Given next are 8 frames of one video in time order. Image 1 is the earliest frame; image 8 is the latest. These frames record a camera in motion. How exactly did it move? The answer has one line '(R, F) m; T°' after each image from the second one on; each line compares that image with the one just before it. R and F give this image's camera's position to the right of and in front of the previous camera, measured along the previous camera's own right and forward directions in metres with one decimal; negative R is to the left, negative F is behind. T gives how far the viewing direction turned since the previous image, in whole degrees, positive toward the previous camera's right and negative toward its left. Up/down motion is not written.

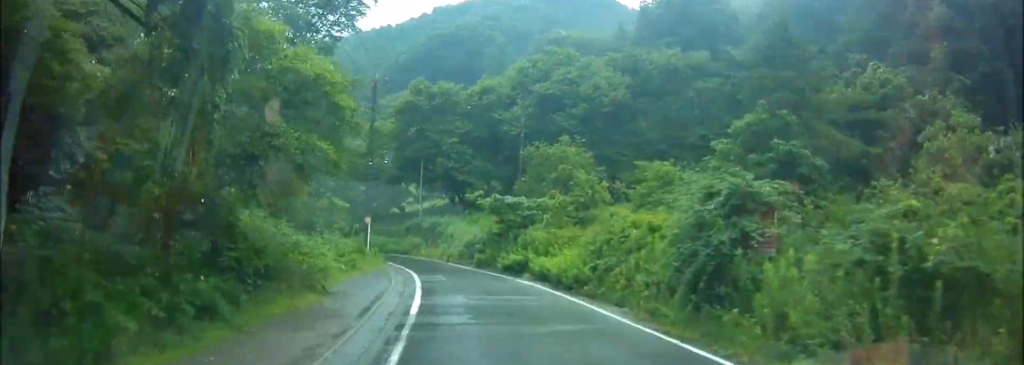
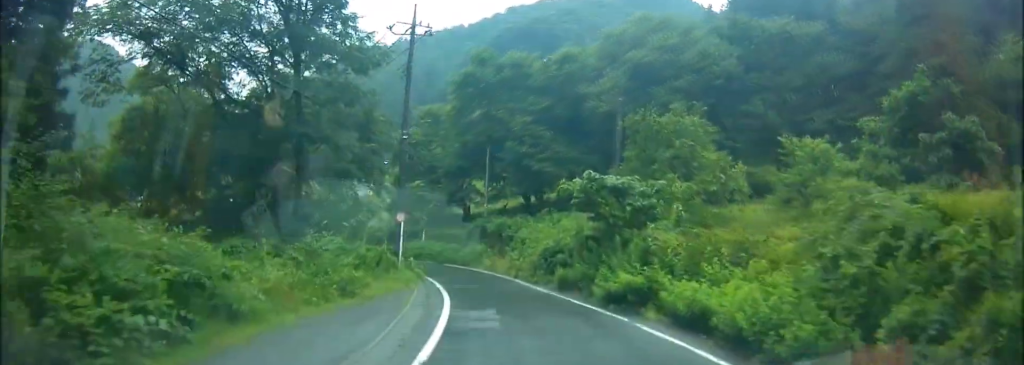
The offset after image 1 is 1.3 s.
(-0.6, +8.4) m; -9°
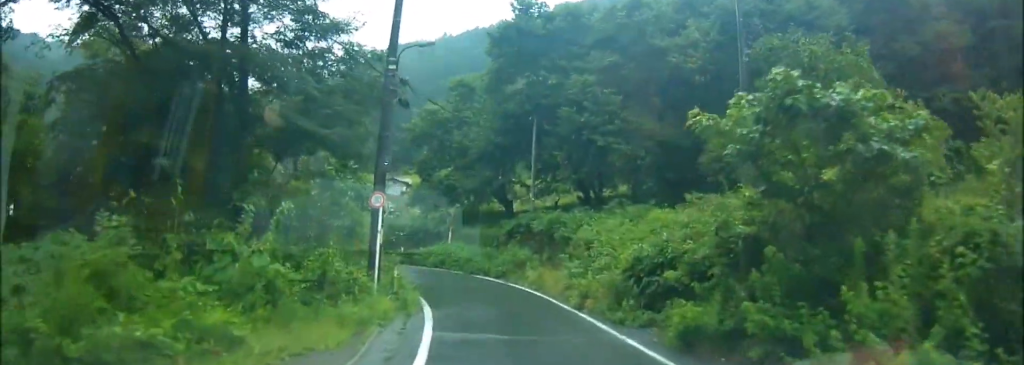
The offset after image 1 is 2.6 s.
(-0.9, +10.7) m; -8°
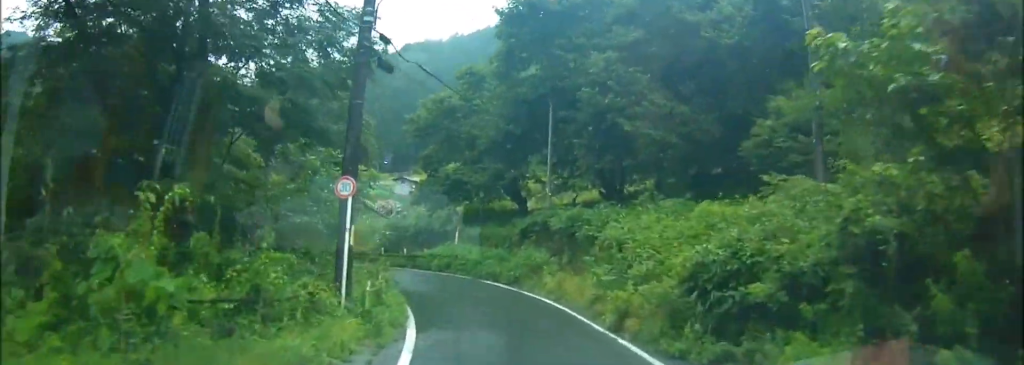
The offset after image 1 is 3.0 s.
(-0.1, +4.2) m; -2°
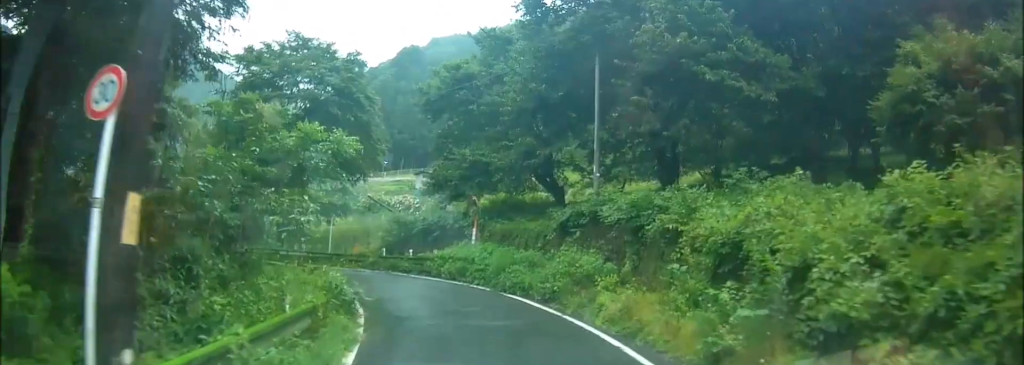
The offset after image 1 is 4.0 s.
(-0.2, +8.4) m; -1°
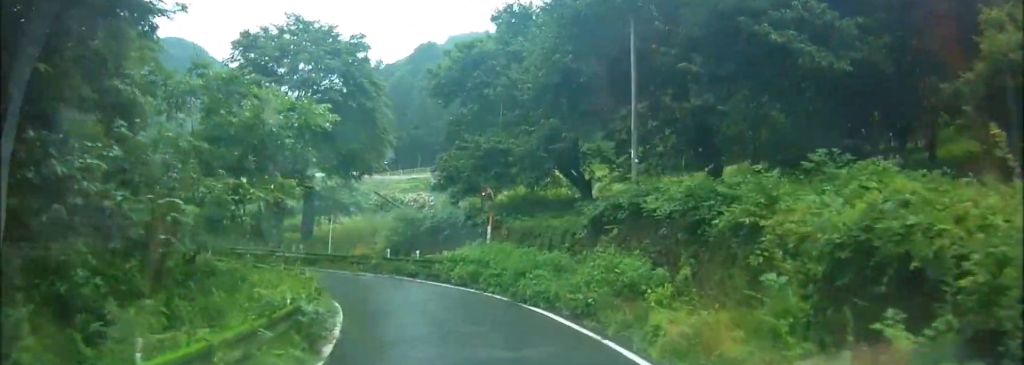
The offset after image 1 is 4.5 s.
(-0.1, +4.0) m; +2°
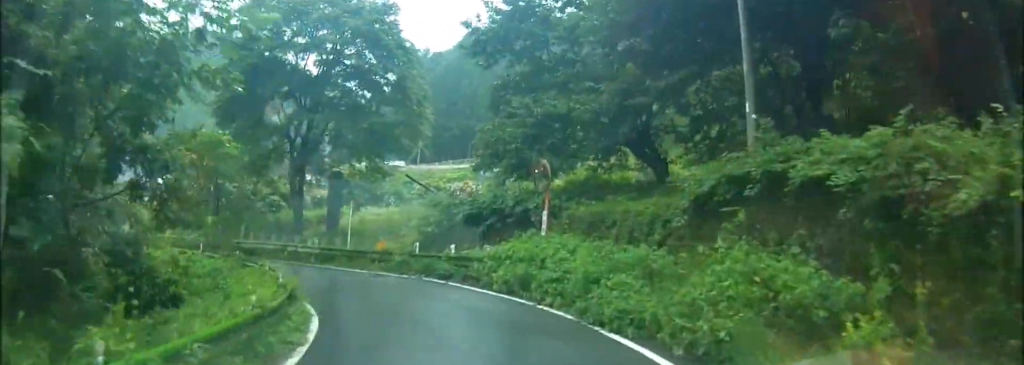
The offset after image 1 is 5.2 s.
(+0.2, +6.0) m; -1°
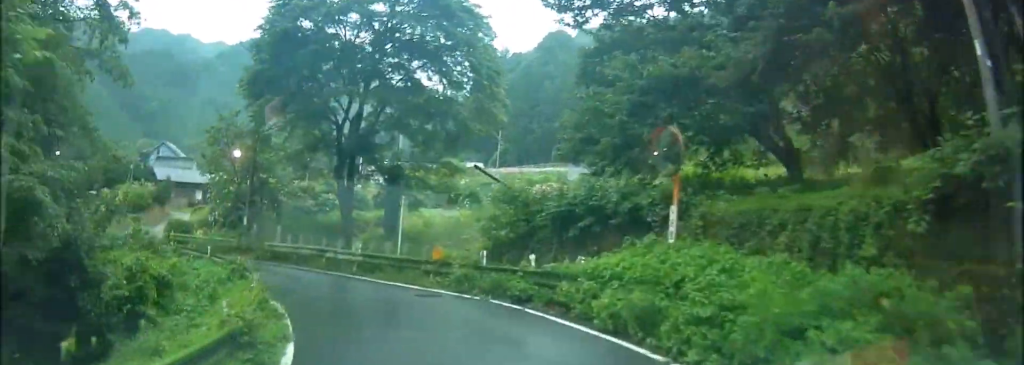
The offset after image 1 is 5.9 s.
(+0.2, +5.8) m; -5°
